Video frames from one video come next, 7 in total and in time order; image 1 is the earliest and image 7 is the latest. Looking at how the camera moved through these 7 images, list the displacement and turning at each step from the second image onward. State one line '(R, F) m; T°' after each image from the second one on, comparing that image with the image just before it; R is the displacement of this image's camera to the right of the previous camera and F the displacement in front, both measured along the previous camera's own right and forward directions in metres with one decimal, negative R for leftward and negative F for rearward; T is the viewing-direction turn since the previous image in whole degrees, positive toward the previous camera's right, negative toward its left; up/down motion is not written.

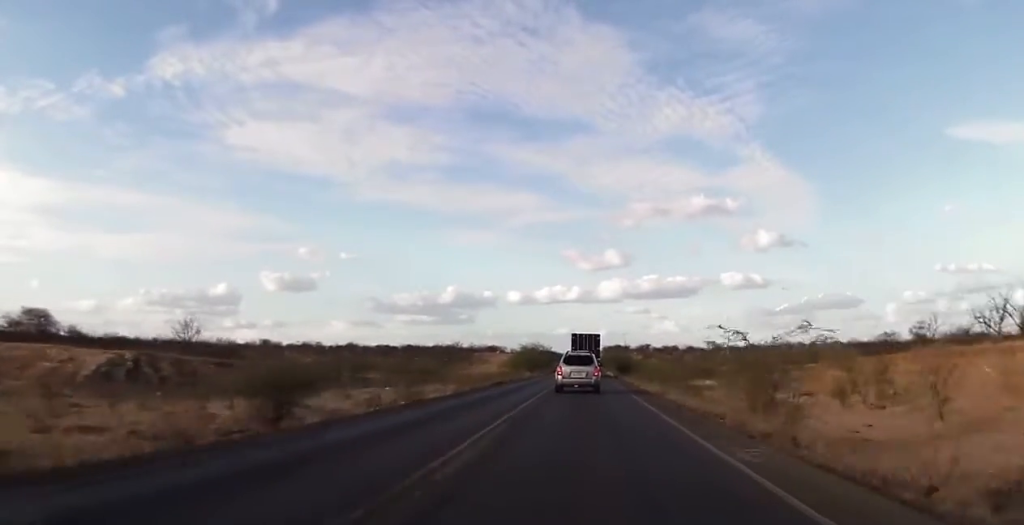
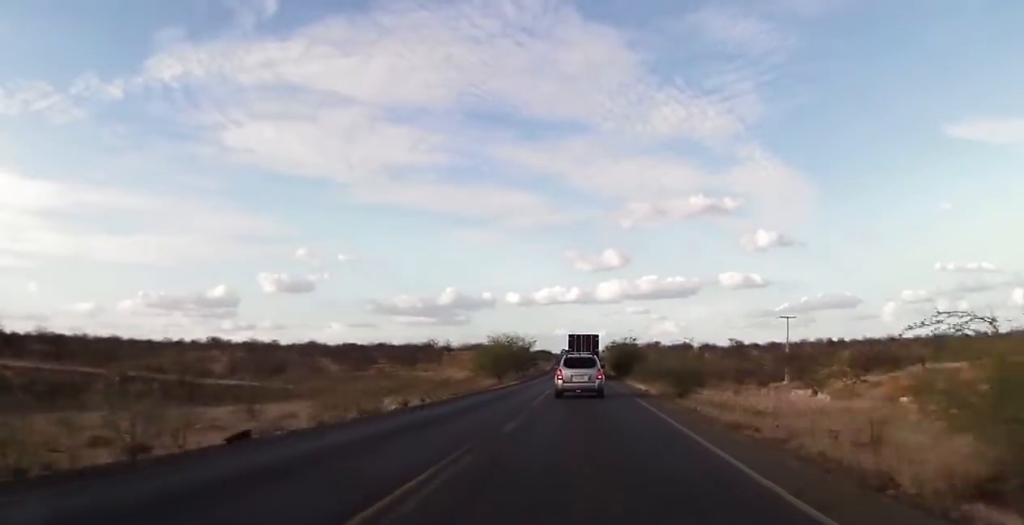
(-0.7, +40.7) m; -1°
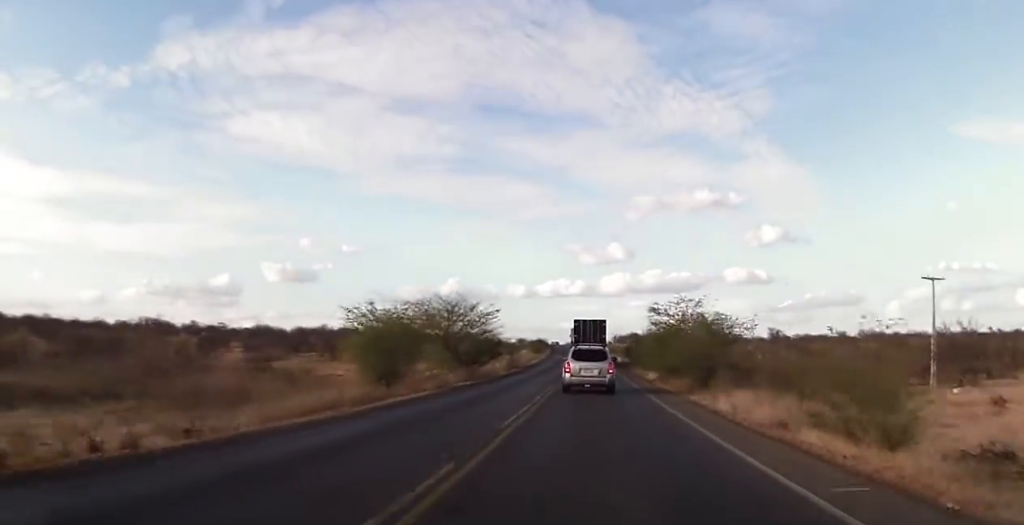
(+0.5, +40.6) m; +1°
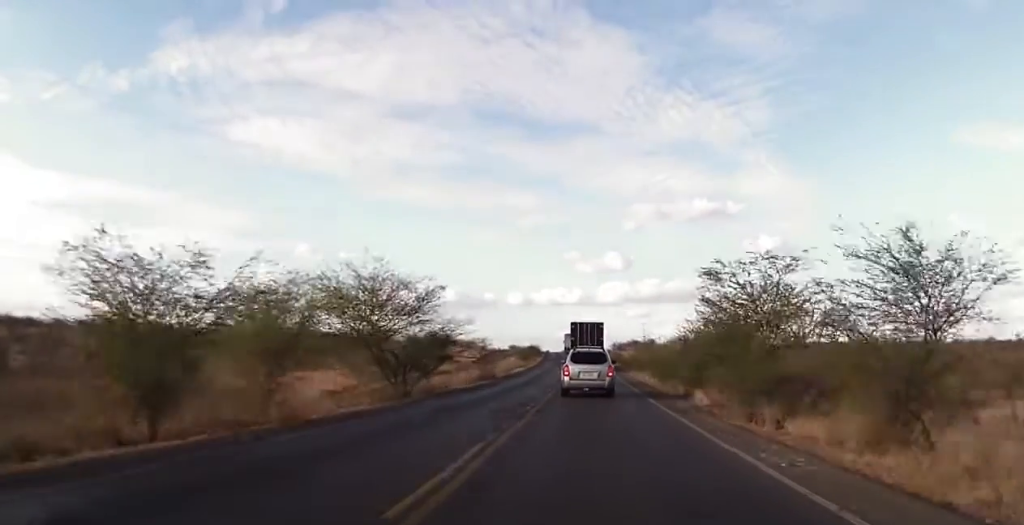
(0.0, +16.5) m; 0°
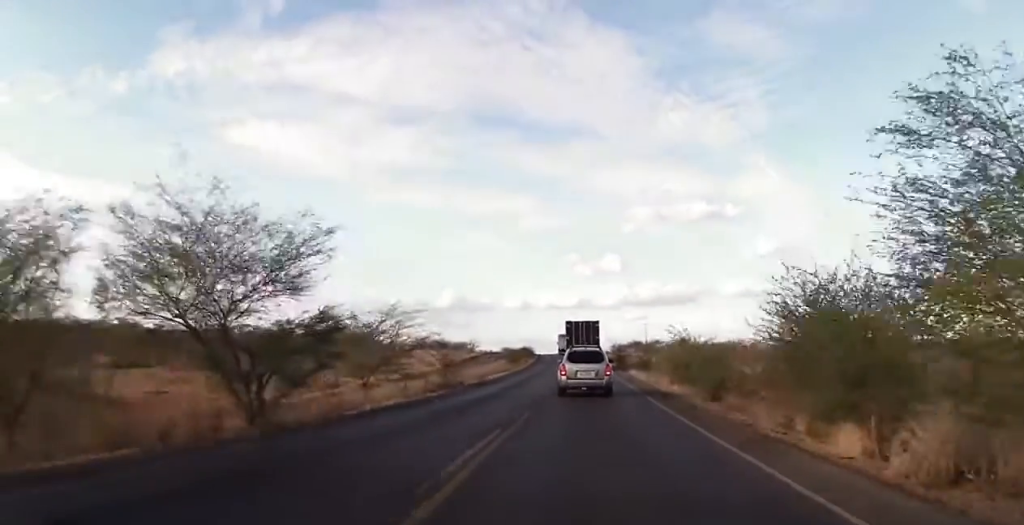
(0.0, +12.7) m; 0°
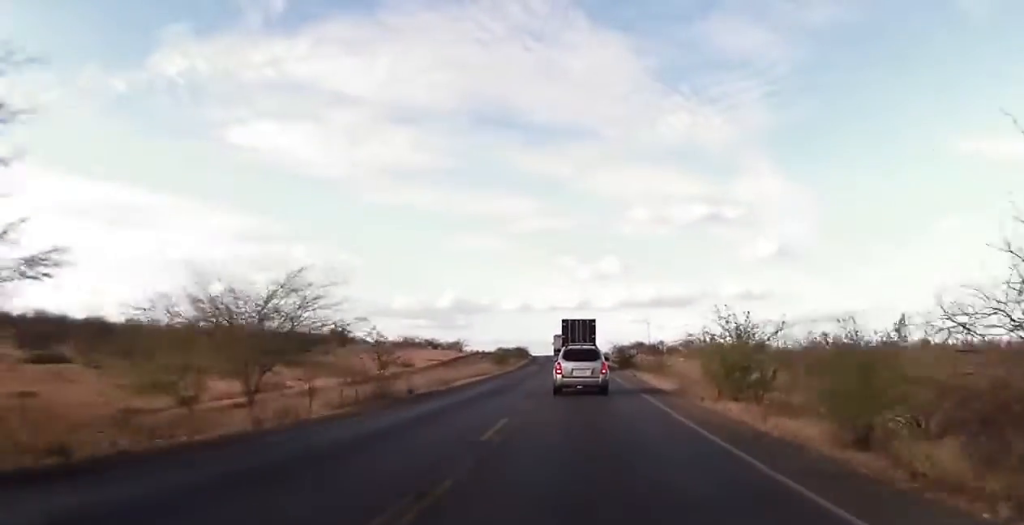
(0.0, +11.2) m; 0°
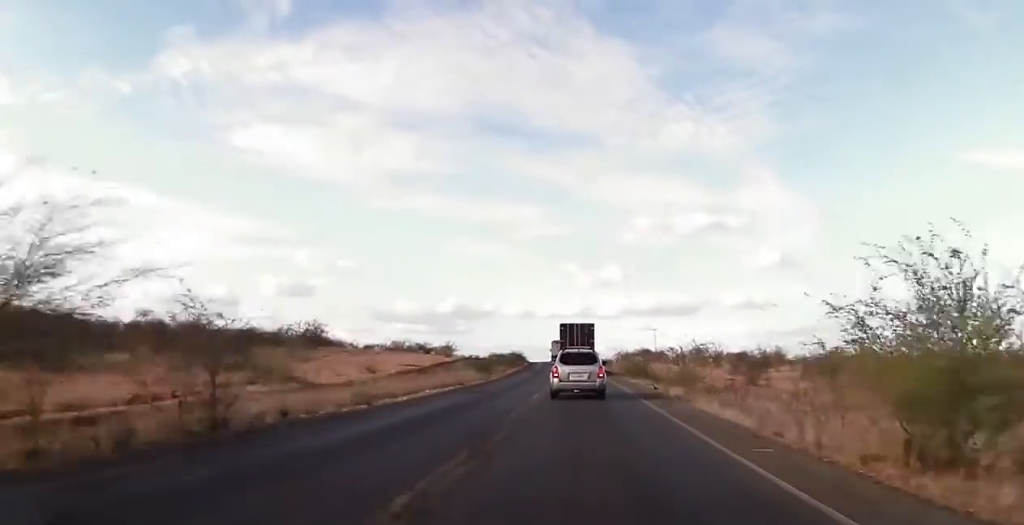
(-0.1, +11.9) m; 0°
